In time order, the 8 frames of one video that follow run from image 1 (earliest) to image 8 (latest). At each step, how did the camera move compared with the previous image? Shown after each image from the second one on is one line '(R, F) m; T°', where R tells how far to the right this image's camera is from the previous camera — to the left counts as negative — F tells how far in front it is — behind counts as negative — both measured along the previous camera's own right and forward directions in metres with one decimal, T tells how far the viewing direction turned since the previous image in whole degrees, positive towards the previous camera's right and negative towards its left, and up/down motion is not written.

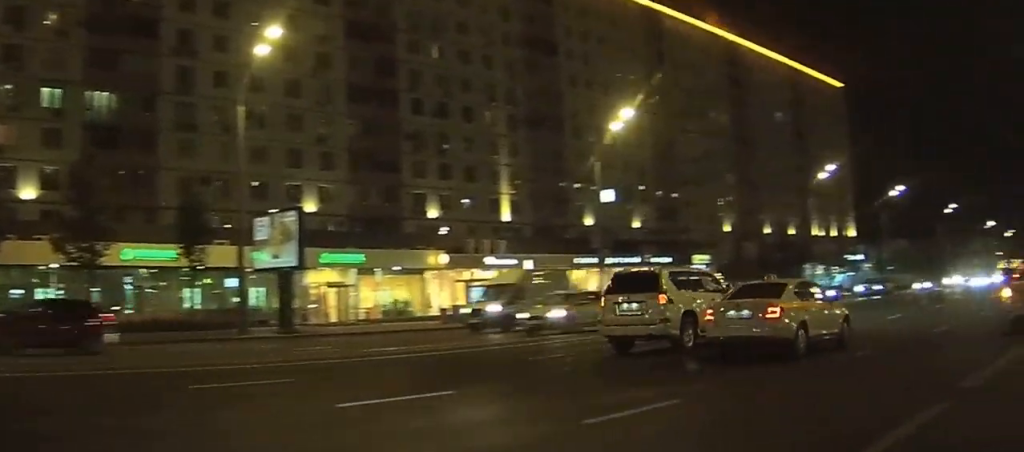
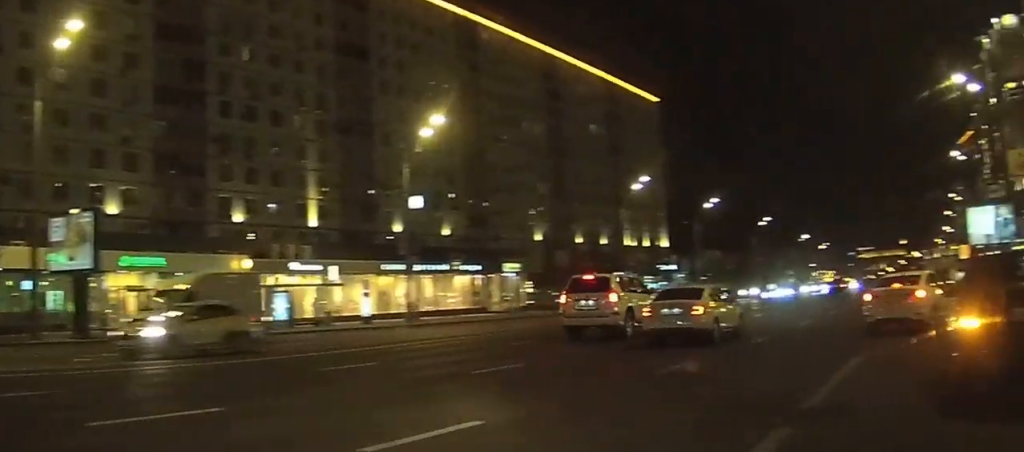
(0.0, +1.1) m; +7°
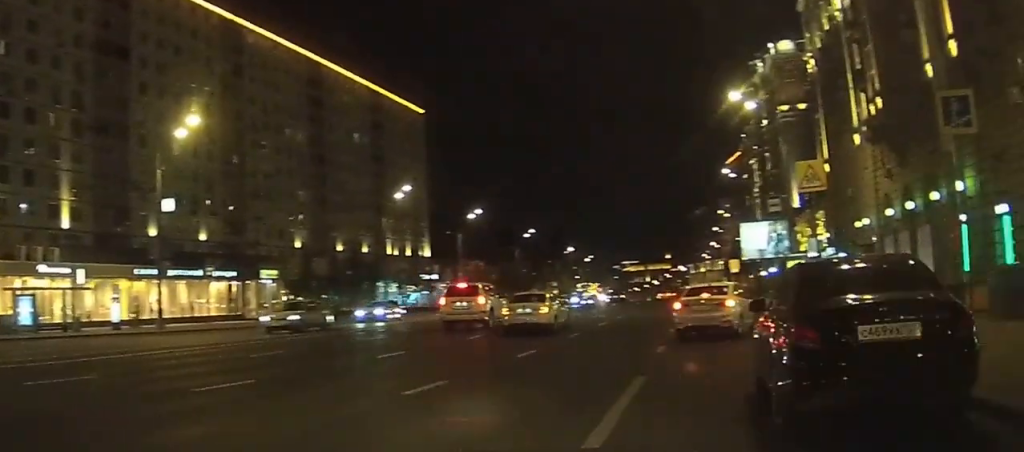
(+0.2, +2.0) m; +6°
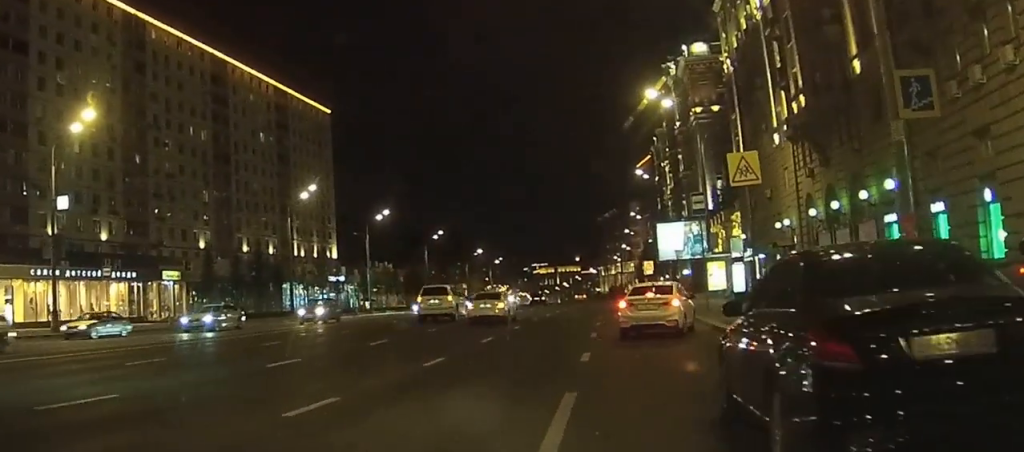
(+0.1, +2.4) m; +4°
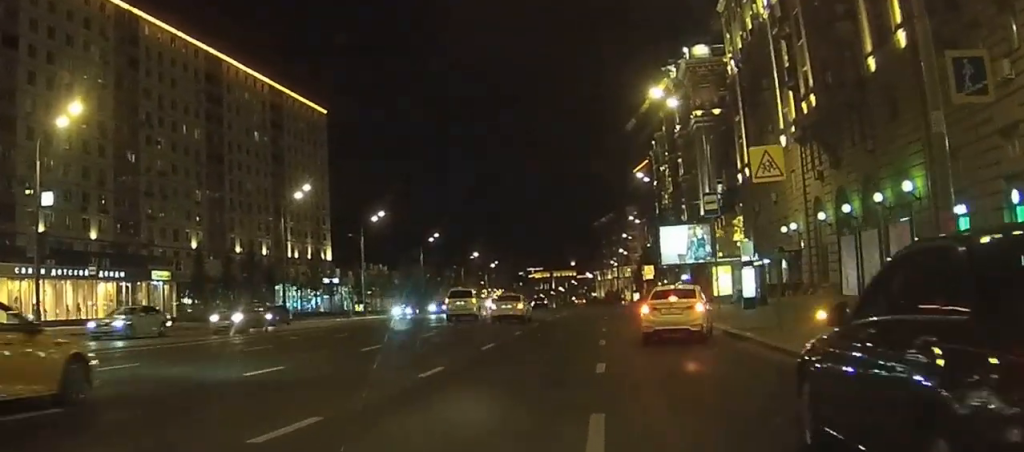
(0.0, +1.9) m; +2°
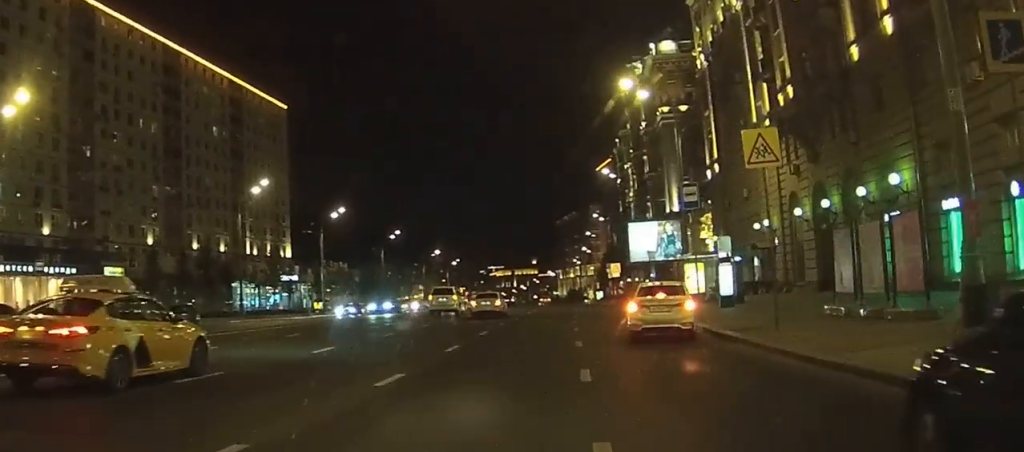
(0.0, +2.1) m; +2°
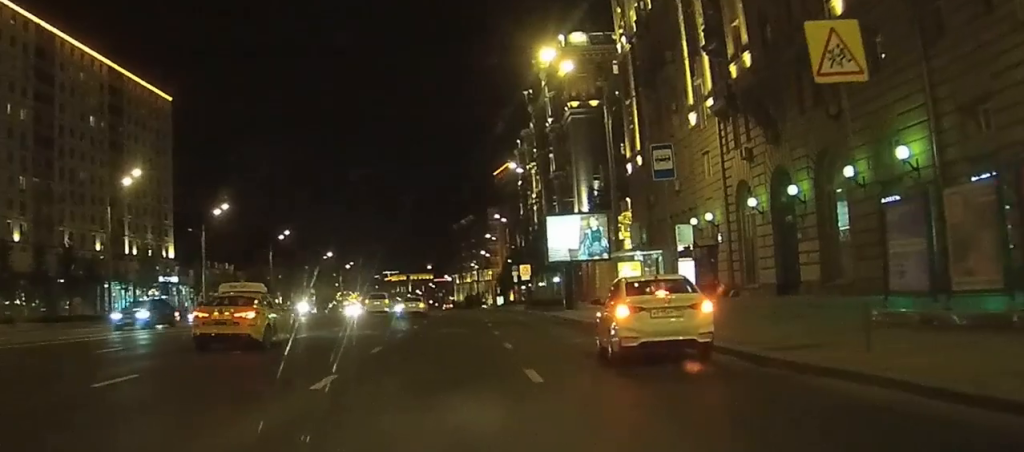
(+0.5, +7.6) m; +6°
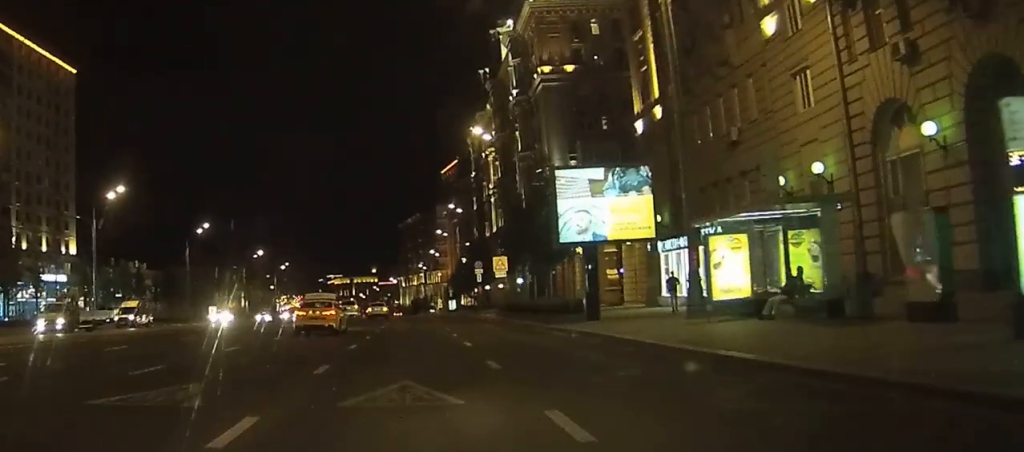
(+0.7, +18.5) m; +3°
